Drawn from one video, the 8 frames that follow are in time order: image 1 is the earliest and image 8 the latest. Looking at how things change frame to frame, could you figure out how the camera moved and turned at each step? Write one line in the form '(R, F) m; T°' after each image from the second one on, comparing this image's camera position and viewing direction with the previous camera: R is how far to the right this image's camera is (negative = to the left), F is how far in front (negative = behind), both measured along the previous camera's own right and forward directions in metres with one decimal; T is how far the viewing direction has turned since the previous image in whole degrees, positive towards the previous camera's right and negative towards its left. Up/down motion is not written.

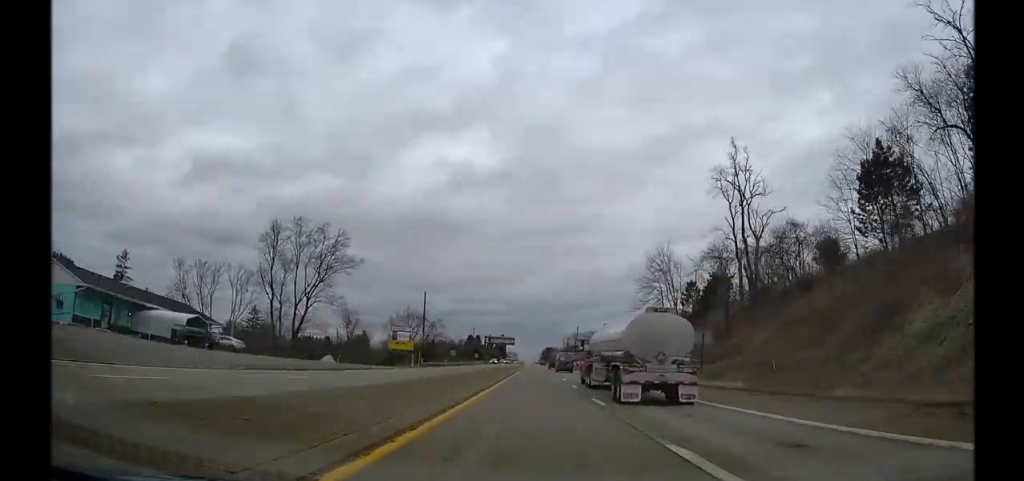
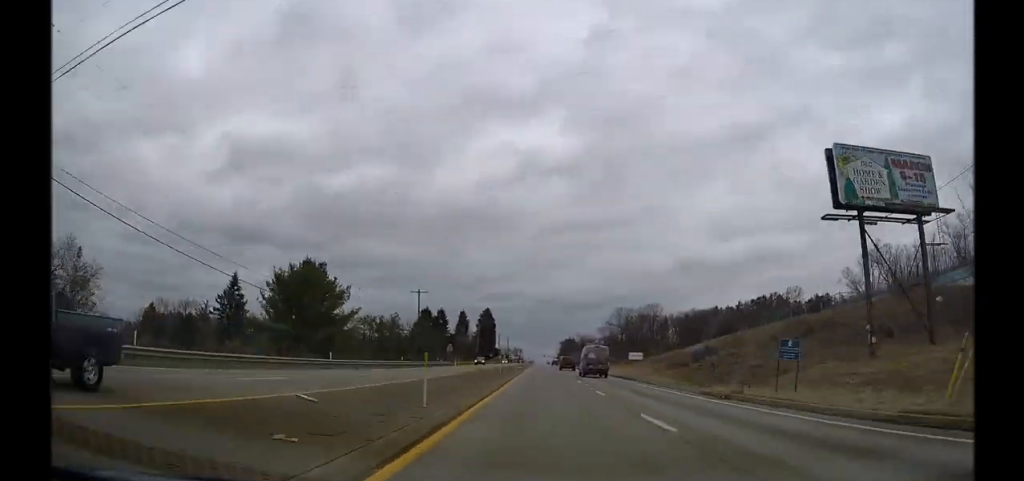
(+0.3, +224.8) m; 0°
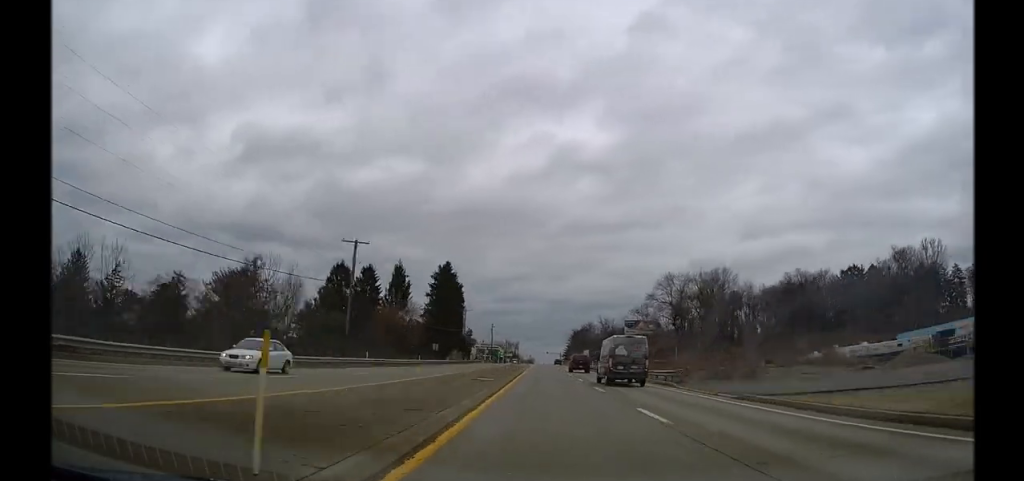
(-0.1, +106.1) m; 0°
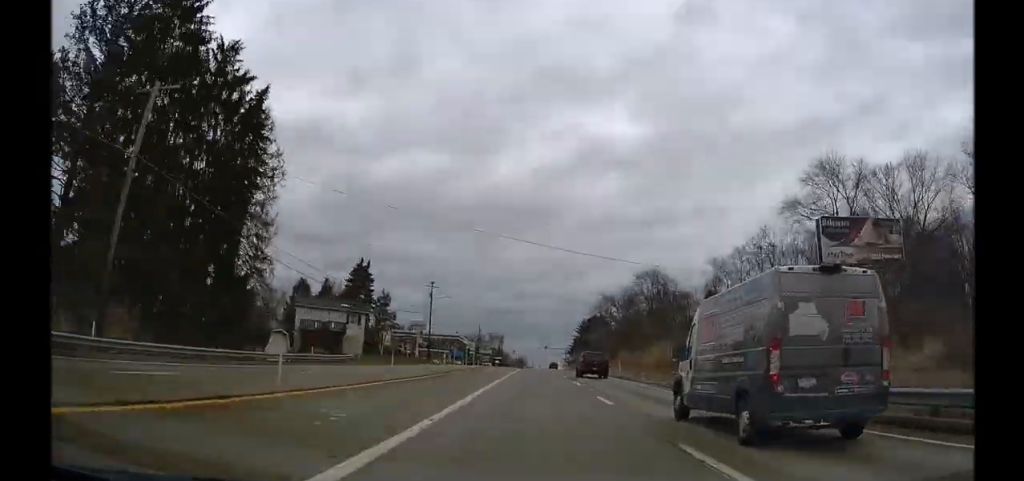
(-0.5, +100.1) m; +1°
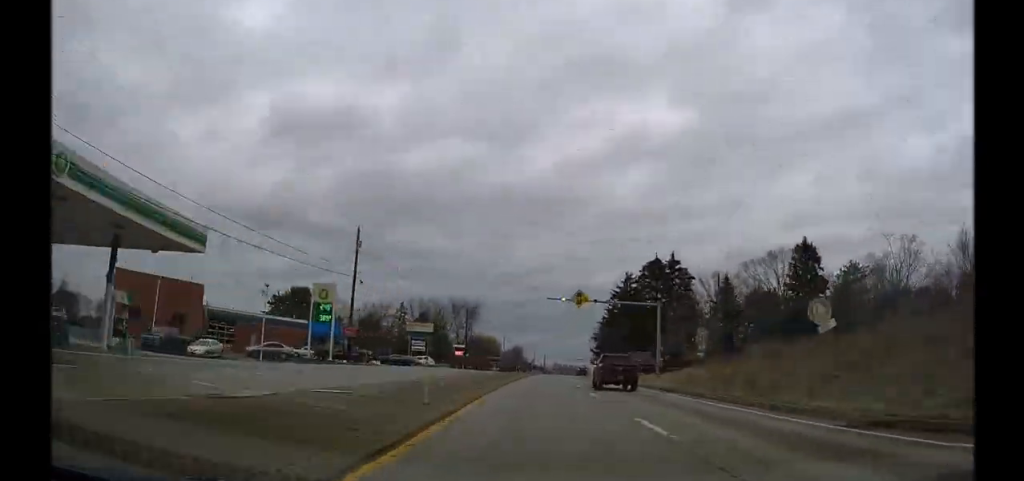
(+1.1, +103.3) m; +2°
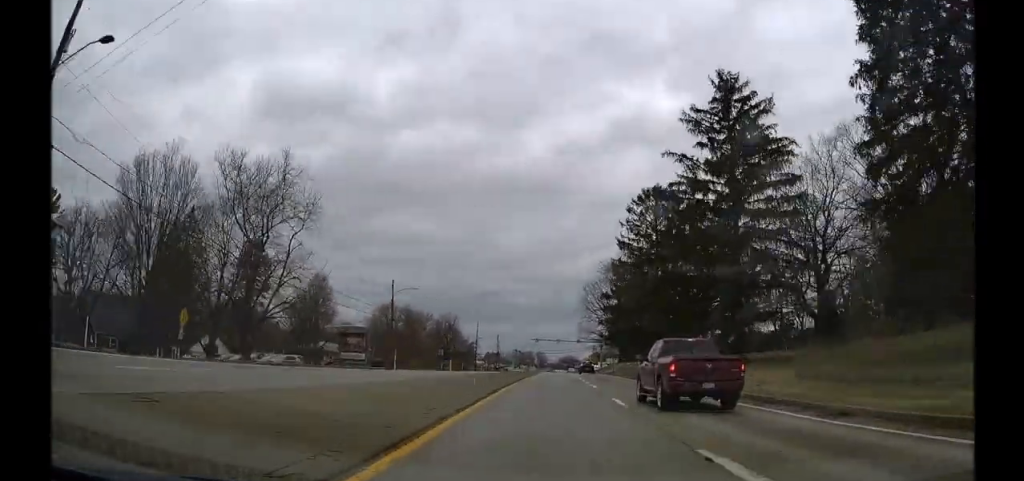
(+1.3, +79.1) m; +1°
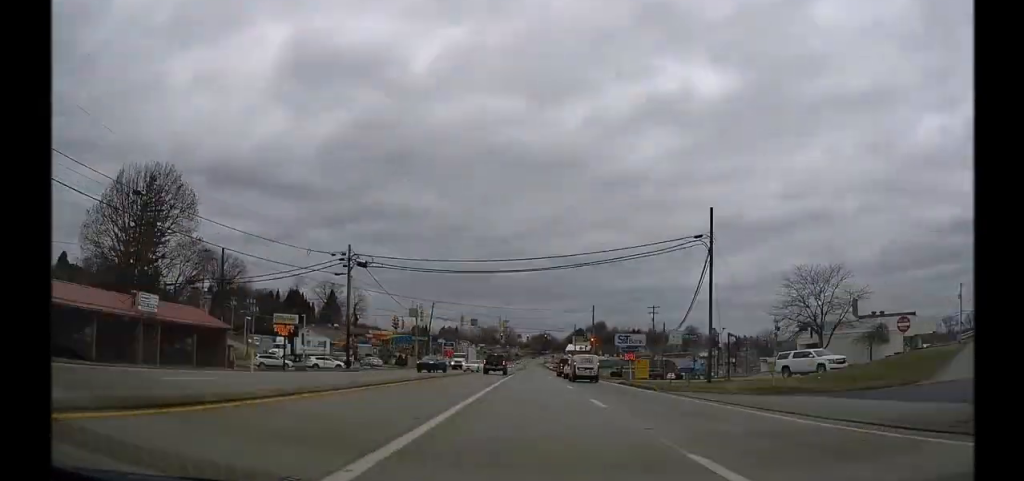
(+3.8, +132.0) m; +2°
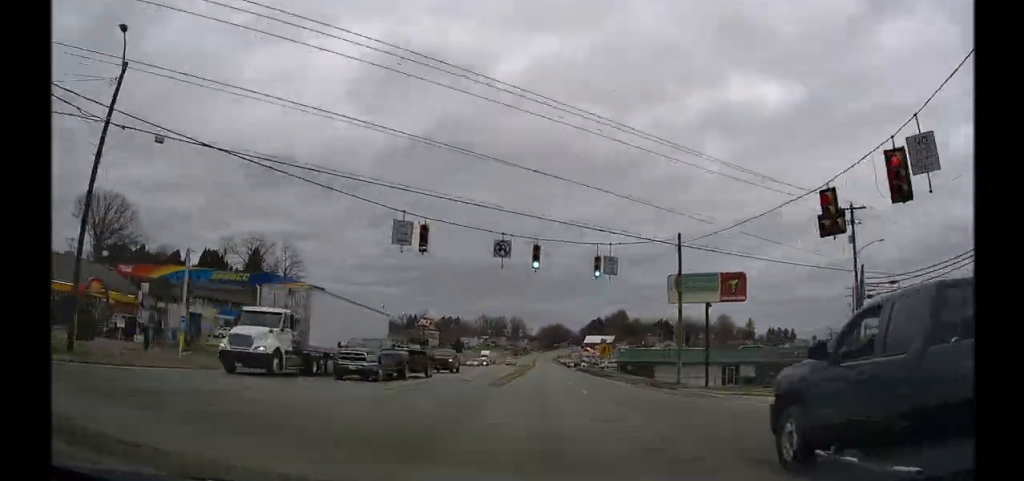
(0.0, +81.7) m; 0°
